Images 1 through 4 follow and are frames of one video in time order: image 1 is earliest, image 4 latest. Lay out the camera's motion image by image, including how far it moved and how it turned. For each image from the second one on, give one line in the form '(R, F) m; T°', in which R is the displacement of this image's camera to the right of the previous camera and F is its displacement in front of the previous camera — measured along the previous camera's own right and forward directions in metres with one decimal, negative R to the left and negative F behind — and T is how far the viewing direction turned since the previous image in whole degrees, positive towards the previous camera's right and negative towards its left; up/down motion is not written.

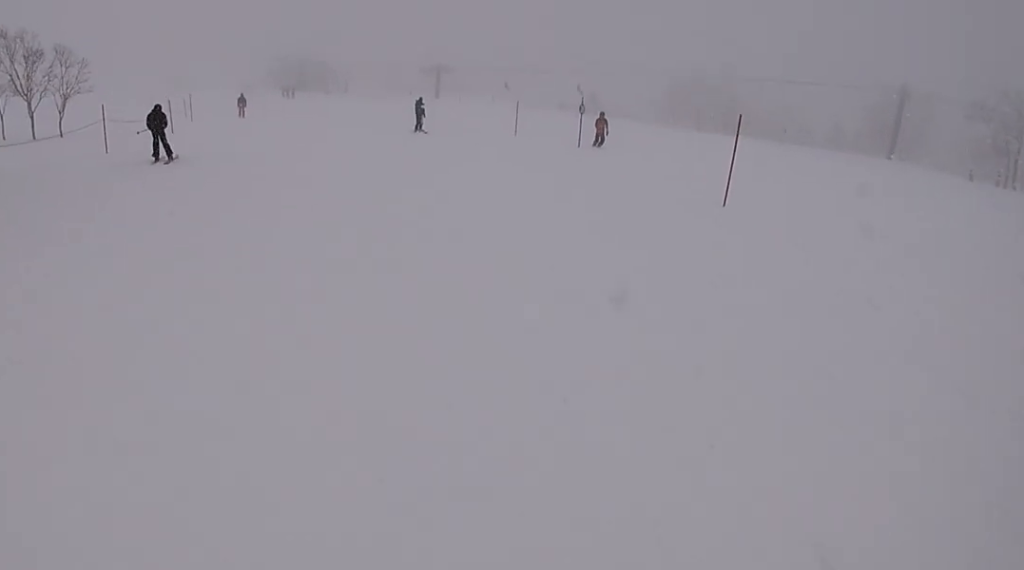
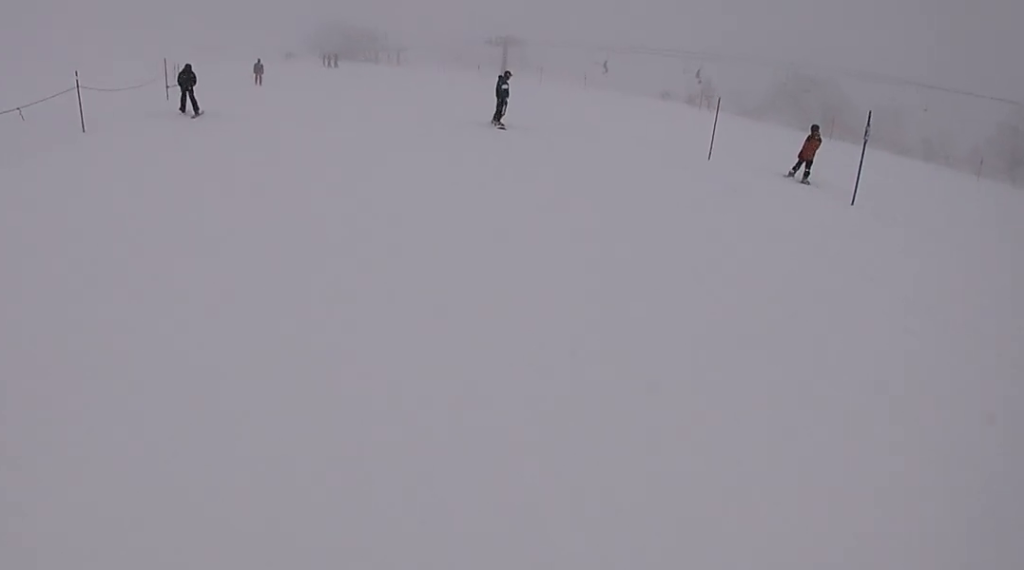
(+0.4, +13.2) m; +2°
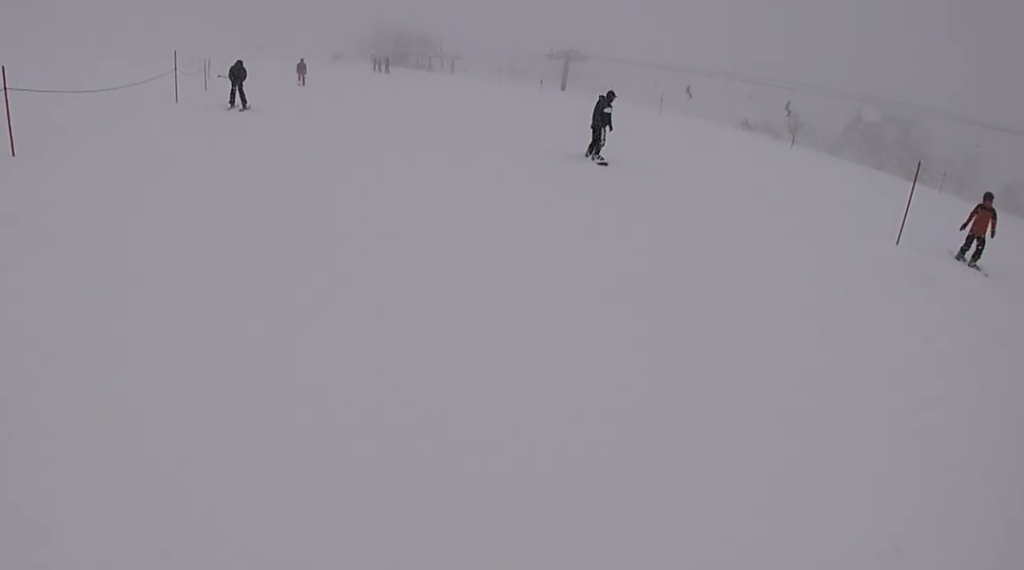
(+0.1, +5.2) m; -1°
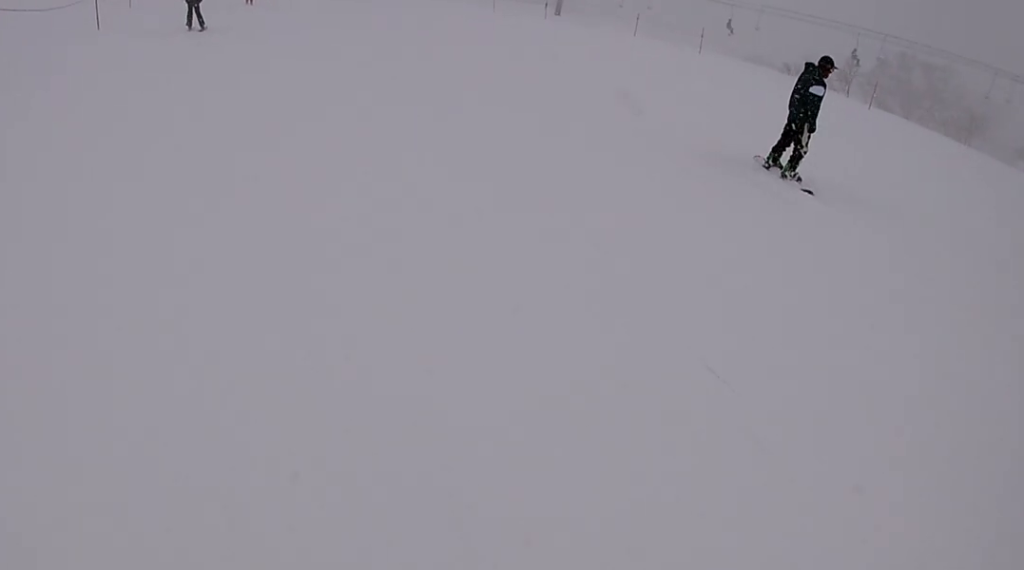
(-0.7, +9.1) m; -6°
